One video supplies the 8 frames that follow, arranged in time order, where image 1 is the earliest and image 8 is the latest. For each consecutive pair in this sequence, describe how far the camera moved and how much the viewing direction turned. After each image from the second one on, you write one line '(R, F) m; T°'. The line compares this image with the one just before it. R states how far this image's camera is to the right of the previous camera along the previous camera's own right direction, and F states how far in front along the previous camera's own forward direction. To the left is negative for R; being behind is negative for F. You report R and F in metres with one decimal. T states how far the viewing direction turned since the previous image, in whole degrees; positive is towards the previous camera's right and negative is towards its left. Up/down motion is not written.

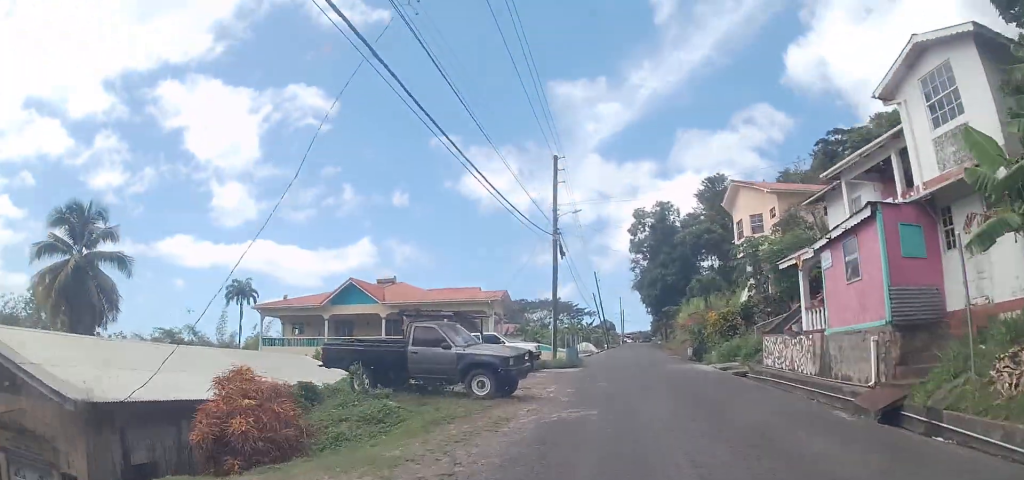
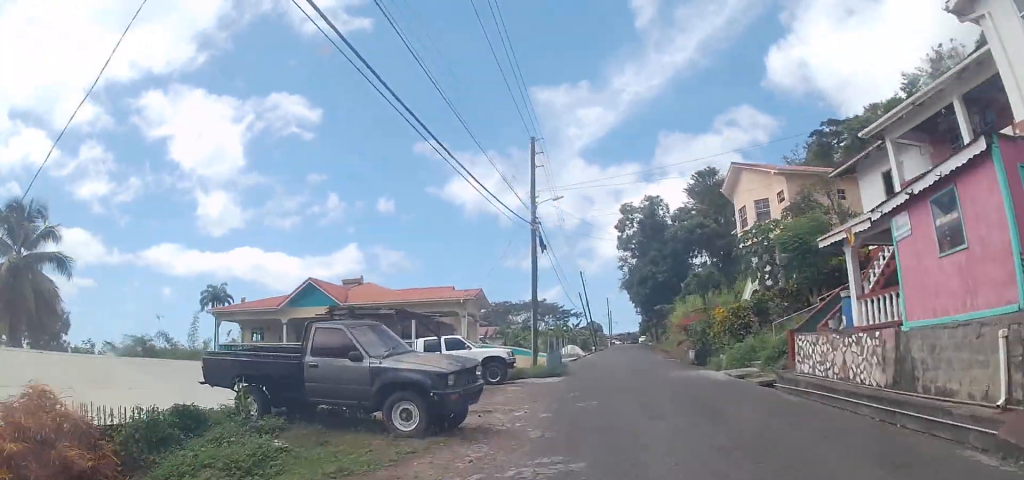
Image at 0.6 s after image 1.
(0.0, +4.3) m; 0°
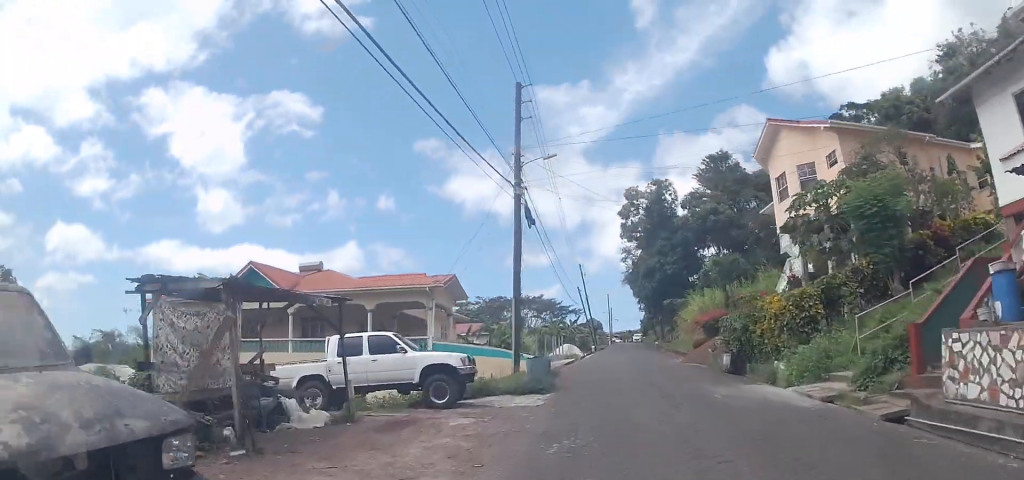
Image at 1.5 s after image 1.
(0.0, +7.0) m; 0°
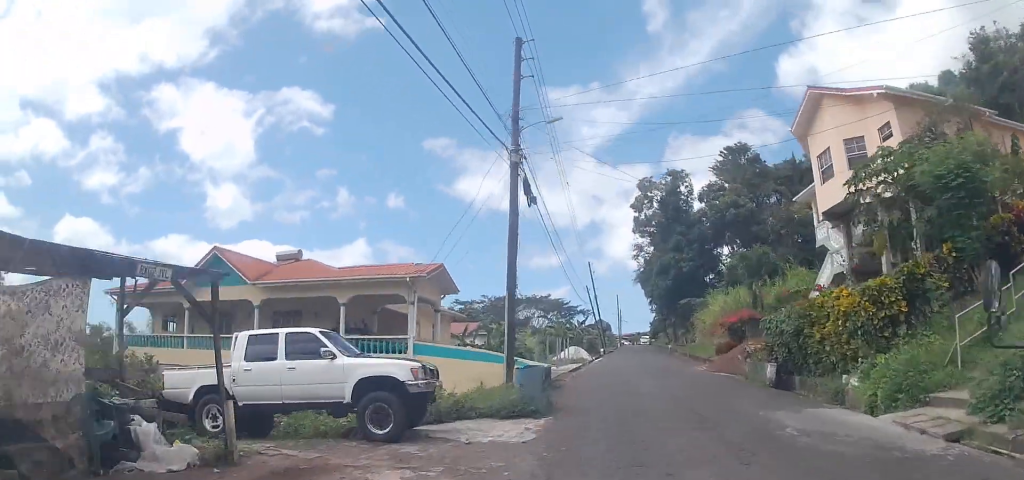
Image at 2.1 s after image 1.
(0.0, +4.2) m; +1°
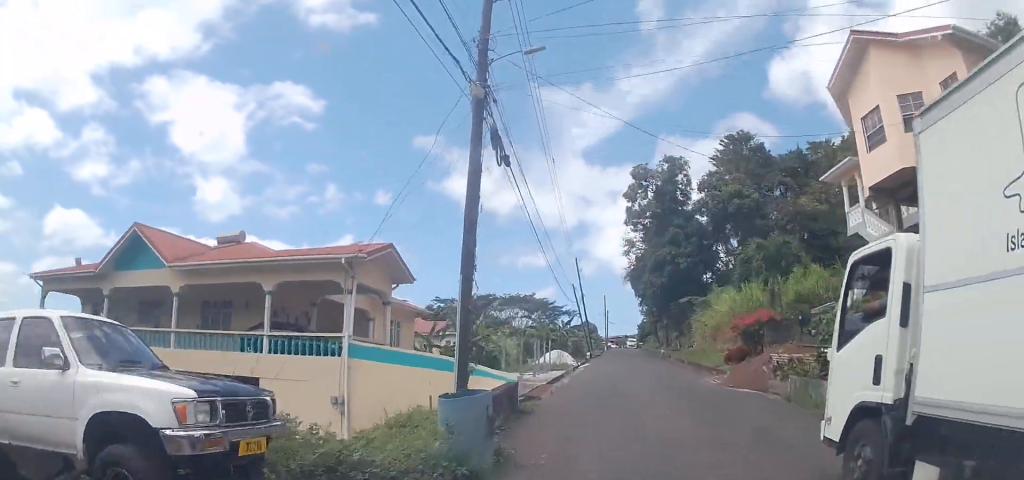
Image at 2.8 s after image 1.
(-0.1, +5.1) m; +6°
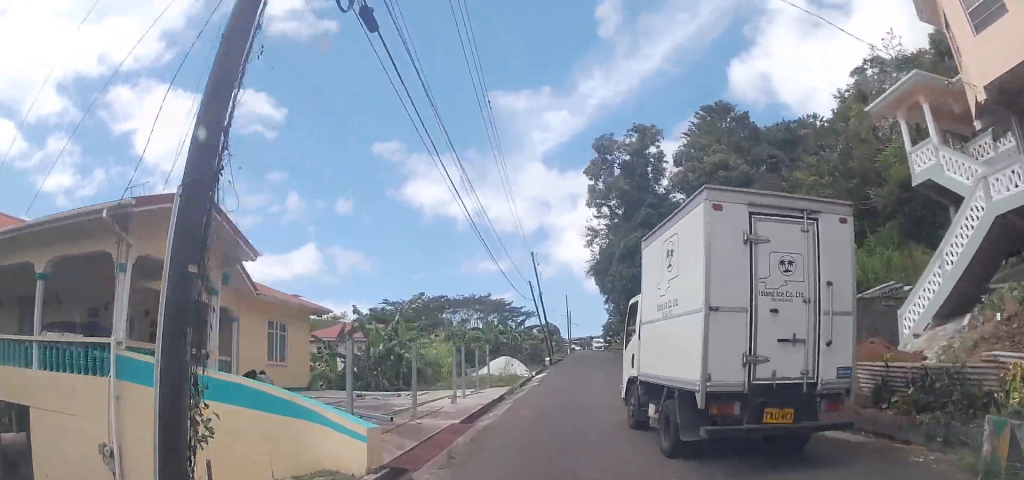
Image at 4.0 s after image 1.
(+1.0, +8.4) m; +1°
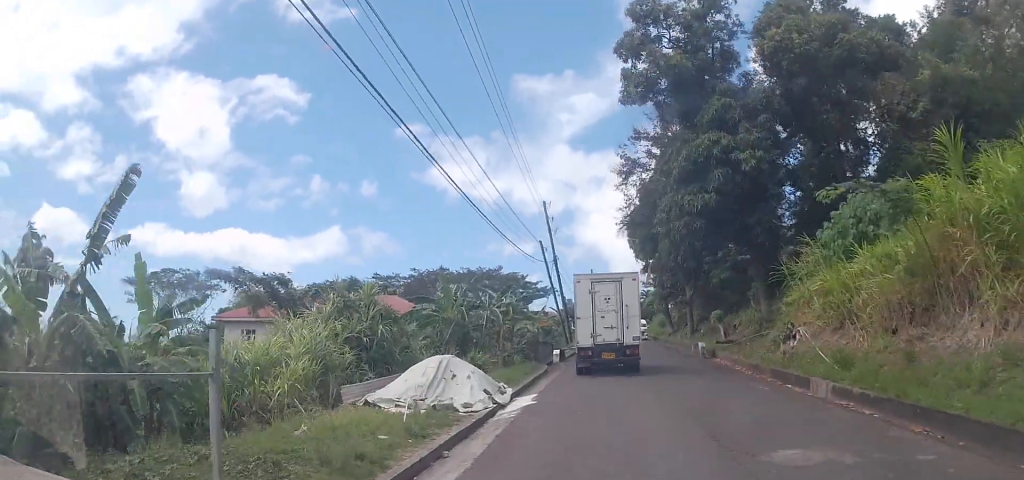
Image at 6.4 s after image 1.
(-2.3, +17.4) m; -8°
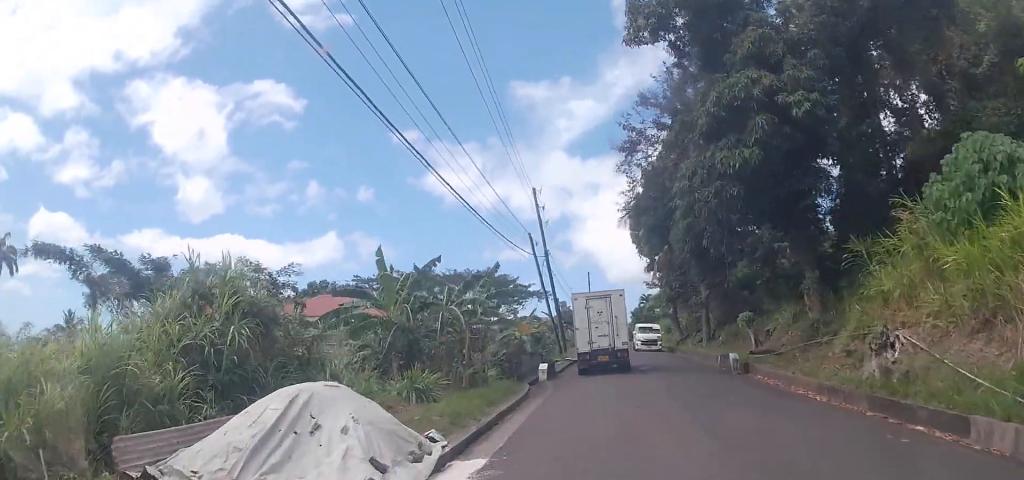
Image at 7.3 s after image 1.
(0.0, +6.5) m; +1°
